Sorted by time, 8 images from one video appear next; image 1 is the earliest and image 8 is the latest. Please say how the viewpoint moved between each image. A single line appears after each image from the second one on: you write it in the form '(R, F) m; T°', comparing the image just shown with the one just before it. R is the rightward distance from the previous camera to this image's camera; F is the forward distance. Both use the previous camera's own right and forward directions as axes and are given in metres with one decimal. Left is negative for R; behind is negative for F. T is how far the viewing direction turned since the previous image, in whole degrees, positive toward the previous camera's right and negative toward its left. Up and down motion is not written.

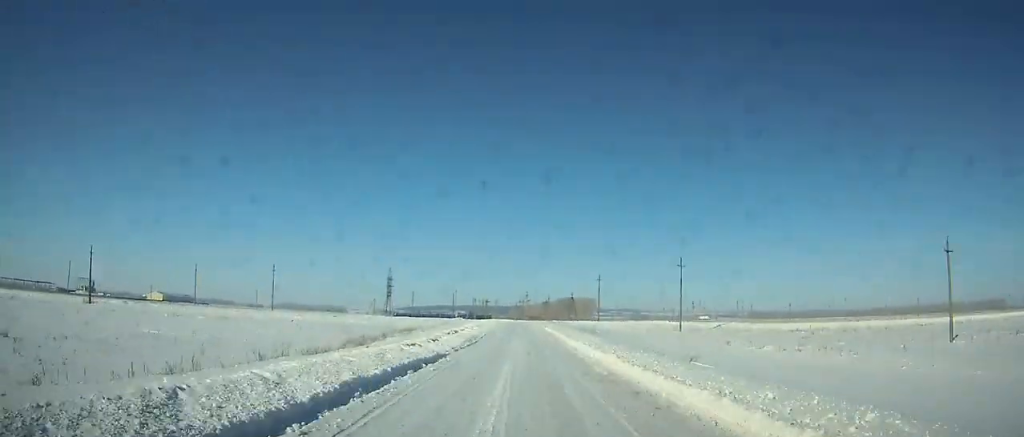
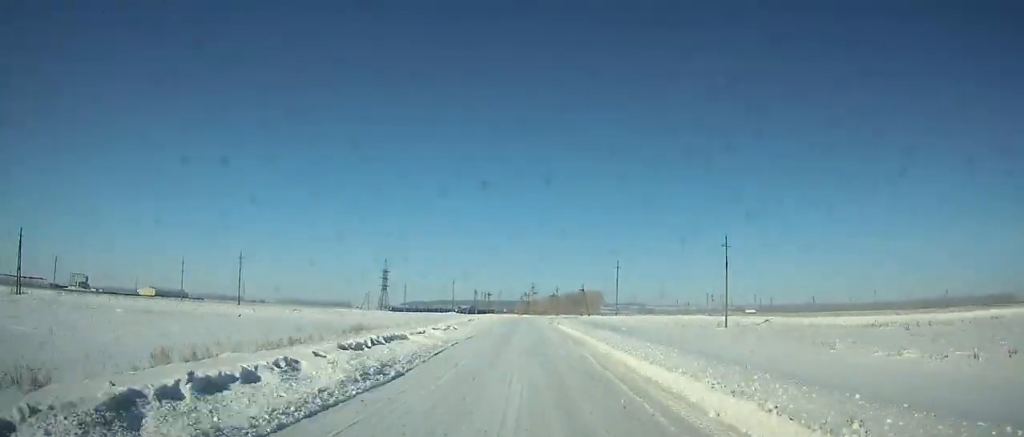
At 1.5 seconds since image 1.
(-0.1, +17.0) m; 0°
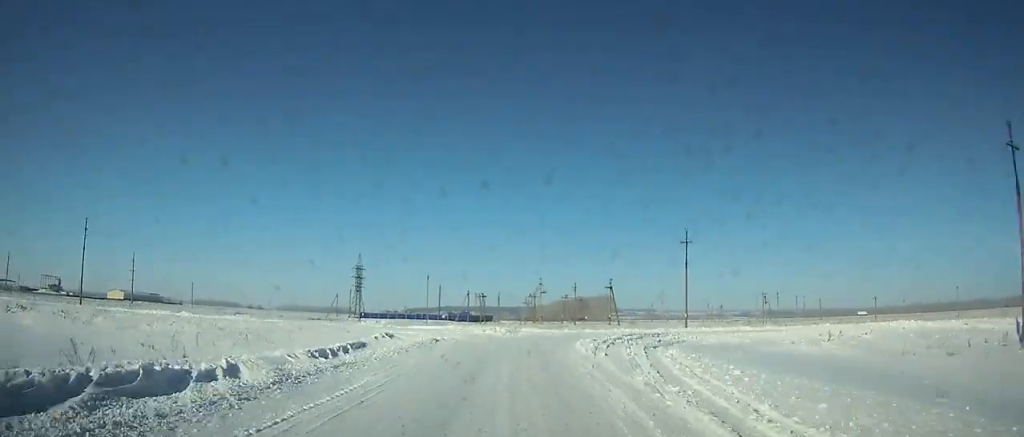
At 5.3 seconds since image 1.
(-0.2, +38.0) m; -3°
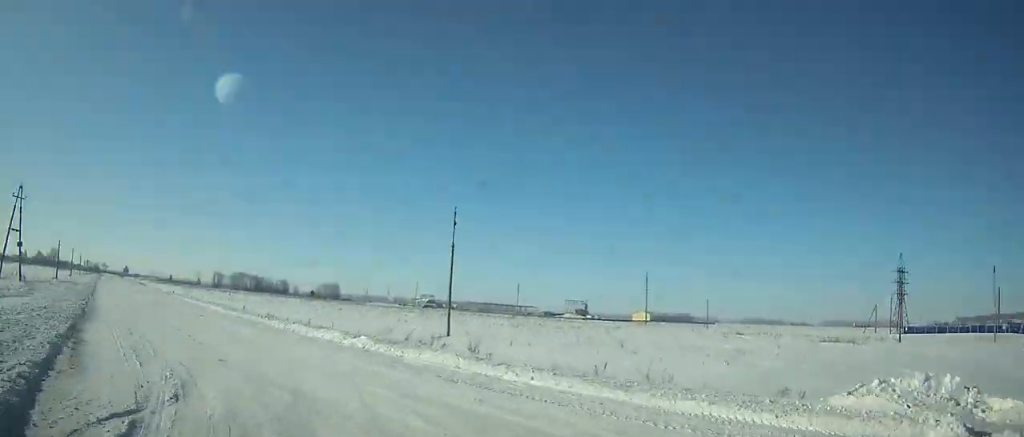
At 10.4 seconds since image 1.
(-5.0, +39.4) m; -46°
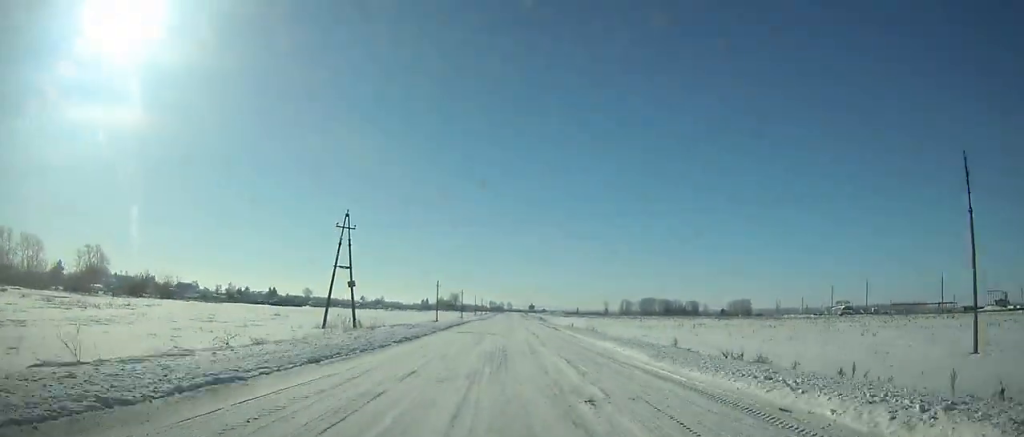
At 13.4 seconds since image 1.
(-11.1, +20.1) m; -37°
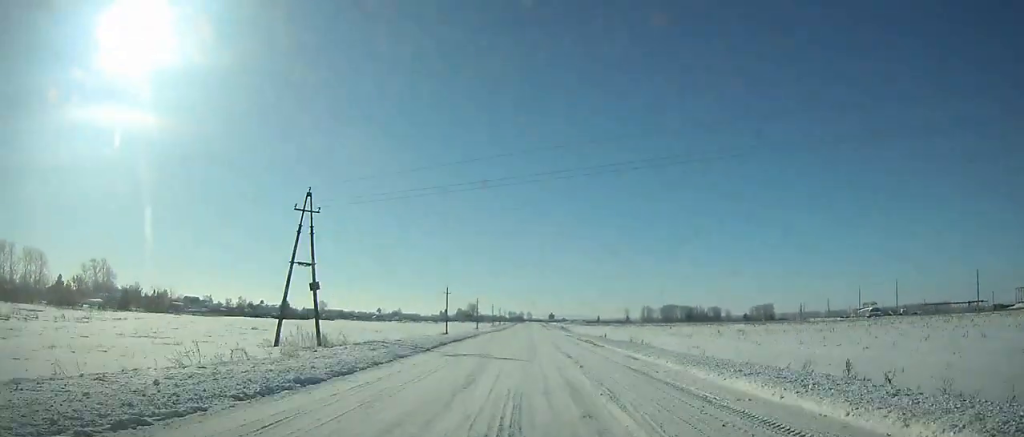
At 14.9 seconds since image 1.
(-1.7, +14.5) m; -4°
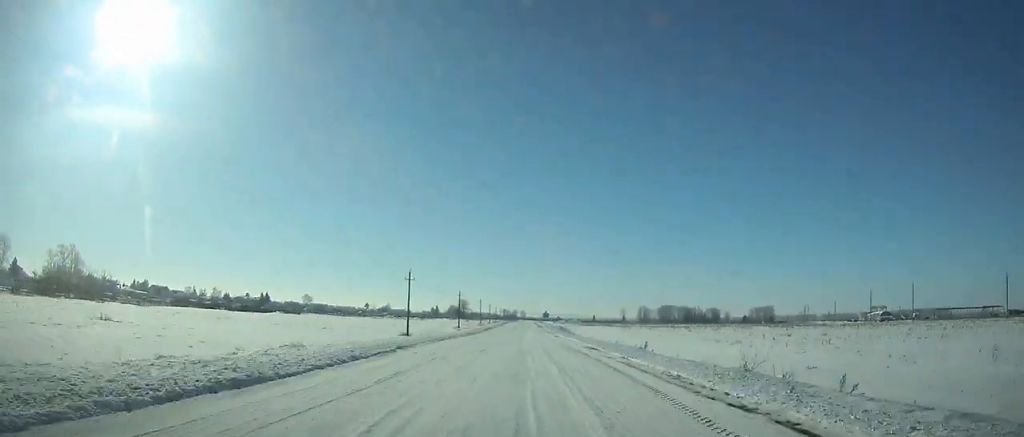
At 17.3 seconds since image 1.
(-1.5, +25.8) m; -3°
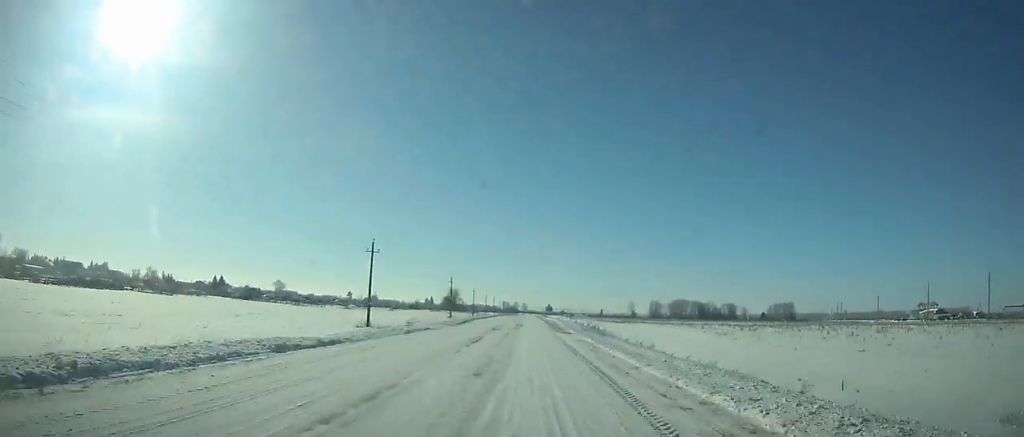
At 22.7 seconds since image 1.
(+0.5, +74.9) m; +1°
